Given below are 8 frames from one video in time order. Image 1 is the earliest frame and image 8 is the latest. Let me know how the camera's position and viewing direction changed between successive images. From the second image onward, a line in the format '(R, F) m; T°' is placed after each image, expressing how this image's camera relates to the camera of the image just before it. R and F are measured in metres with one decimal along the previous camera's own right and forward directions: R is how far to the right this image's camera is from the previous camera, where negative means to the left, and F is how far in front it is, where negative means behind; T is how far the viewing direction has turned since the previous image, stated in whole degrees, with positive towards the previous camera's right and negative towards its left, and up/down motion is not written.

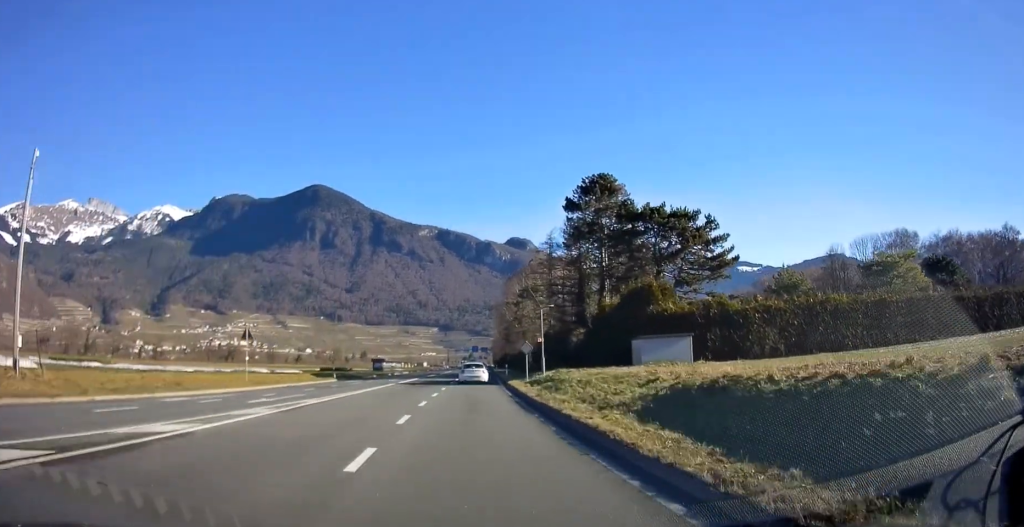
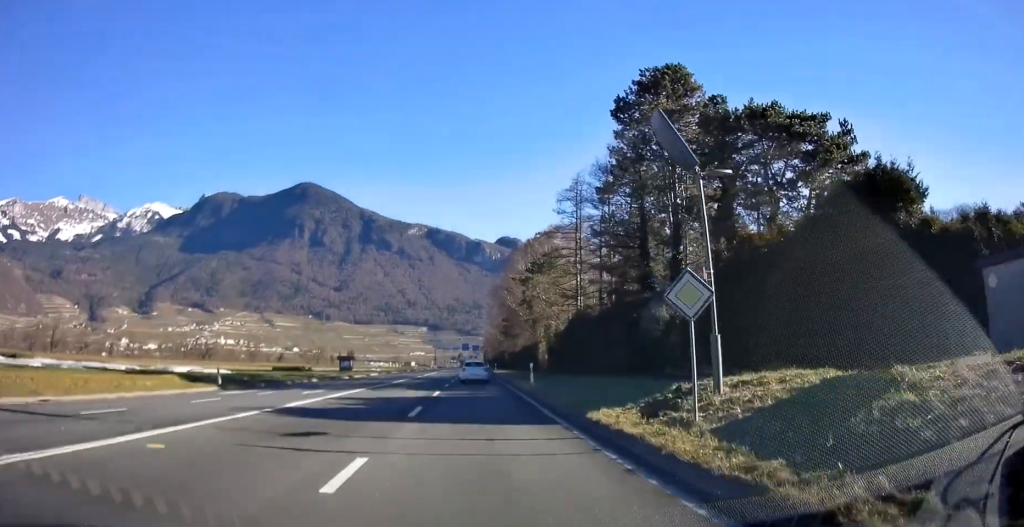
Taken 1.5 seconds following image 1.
(+0.1, +24.8) m; +1°
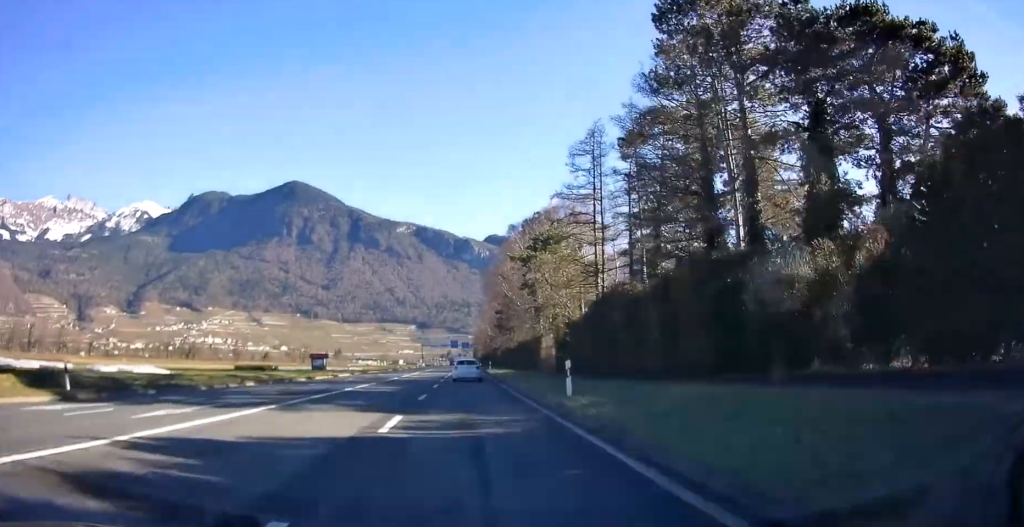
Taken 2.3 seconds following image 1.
(+0.4, +12.8) m; +1°
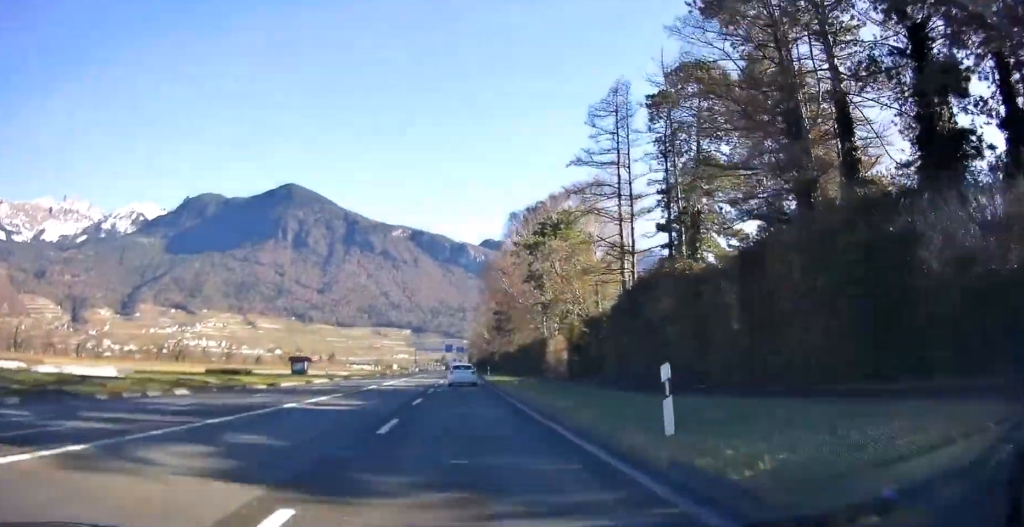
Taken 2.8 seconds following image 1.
(+0.3, +8.3) m; +1°
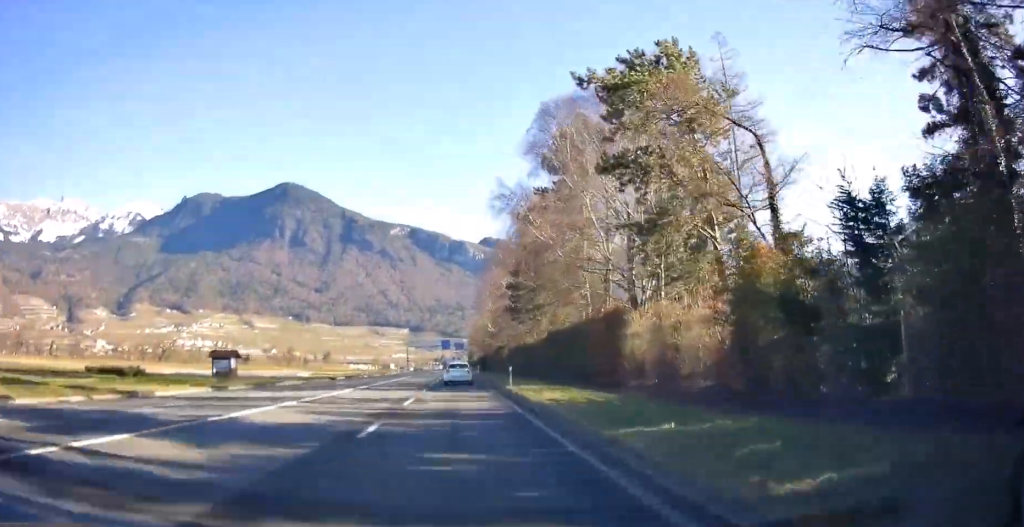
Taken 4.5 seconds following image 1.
(-0.8, +27.8) m; -1°
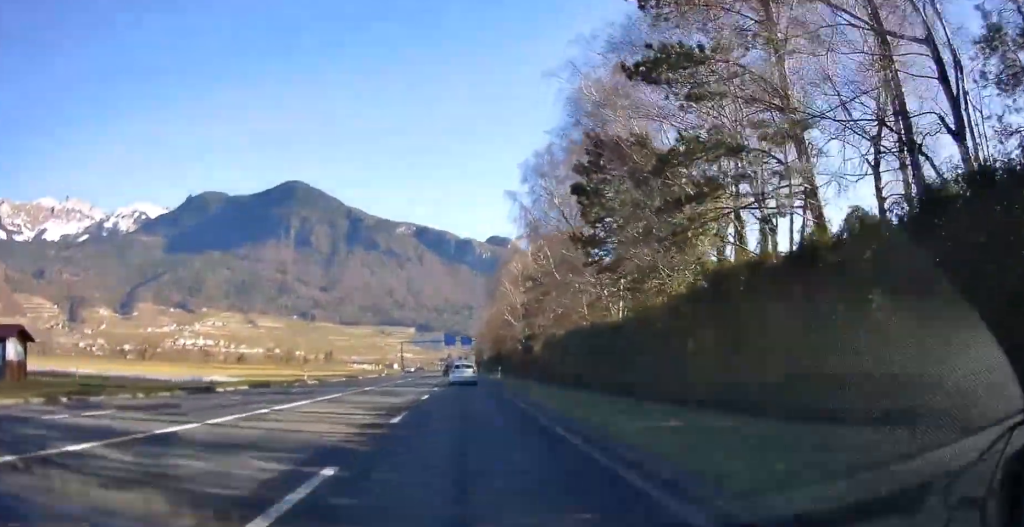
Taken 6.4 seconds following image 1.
(0.0, +32.3) m; +1°
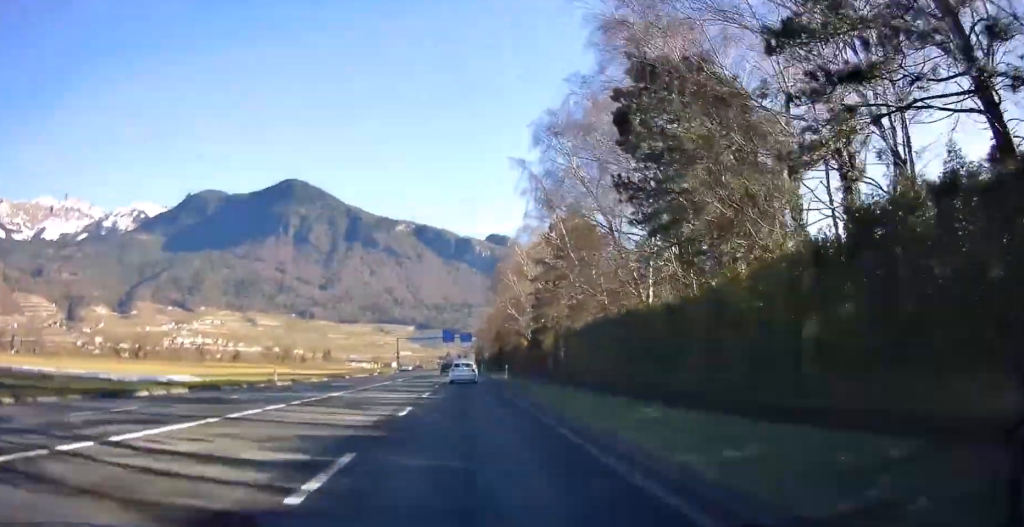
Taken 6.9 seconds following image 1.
(0.0, +7.7) m; 0°
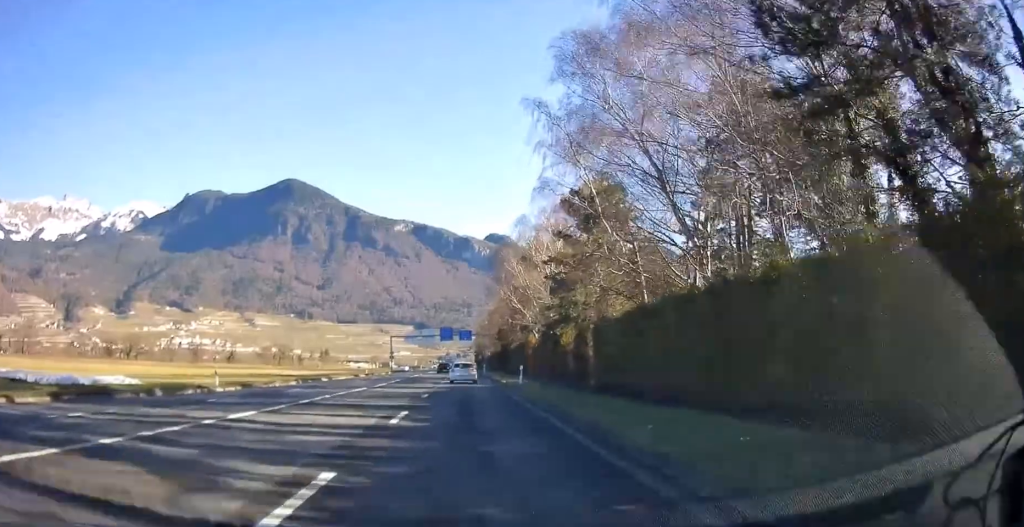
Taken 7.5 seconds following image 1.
(+0.3, +10.5) m; 0°
